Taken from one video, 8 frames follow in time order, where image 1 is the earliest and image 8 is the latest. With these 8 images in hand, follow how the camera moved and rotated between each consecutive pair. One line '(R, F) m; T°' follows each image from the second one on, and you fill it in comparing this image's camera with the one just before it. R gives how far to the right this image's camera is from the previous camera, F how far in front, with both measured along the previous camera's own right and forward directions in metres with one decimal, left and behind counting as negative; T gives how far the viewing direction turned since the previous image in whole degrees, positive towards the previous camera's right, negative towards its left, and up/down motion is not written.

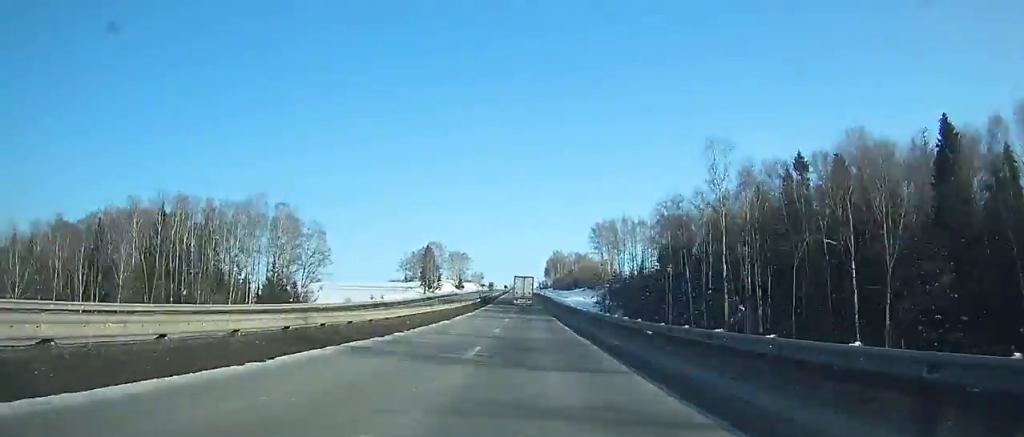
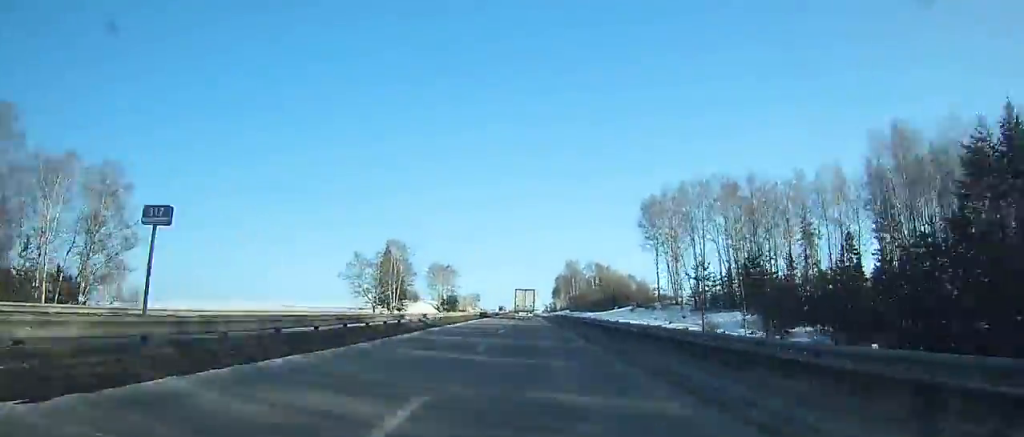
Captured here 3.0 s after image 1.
(+0.1, +80.7) m; 0°
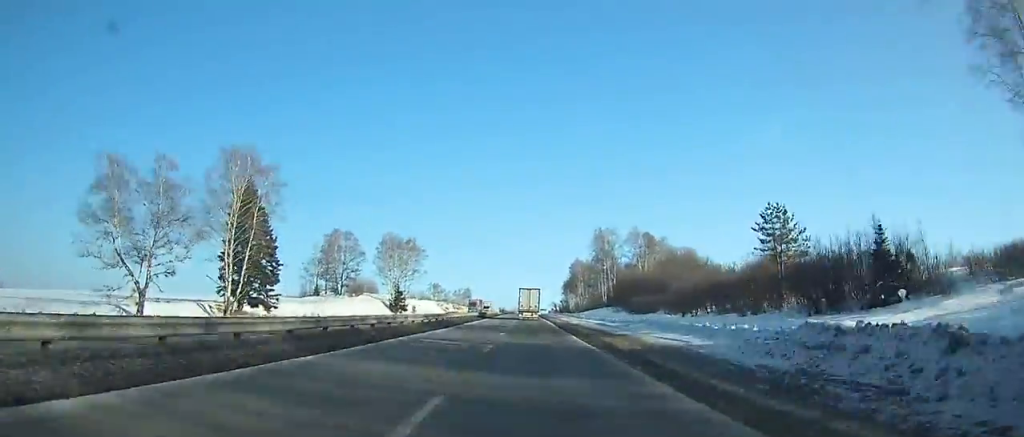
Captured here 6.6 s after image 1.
(-0.1, +92.5) m; 0°
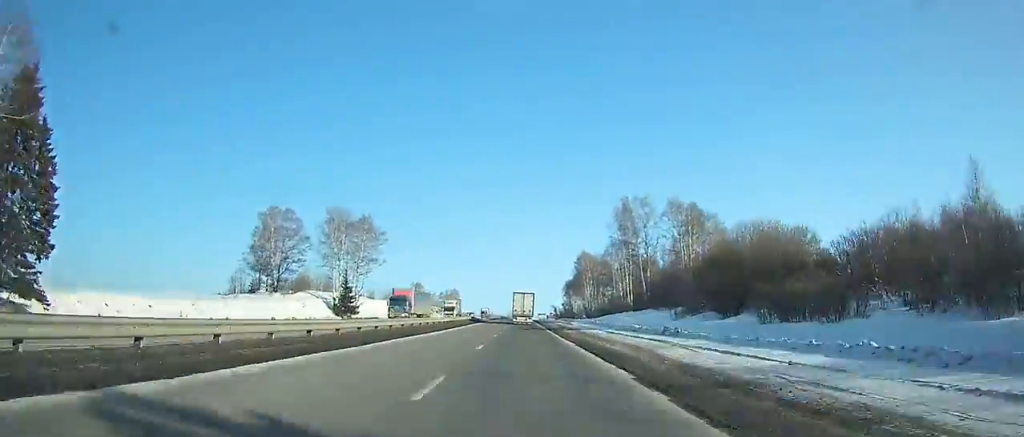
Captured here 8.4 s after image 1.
(+0.1, +44.2) m; 0°
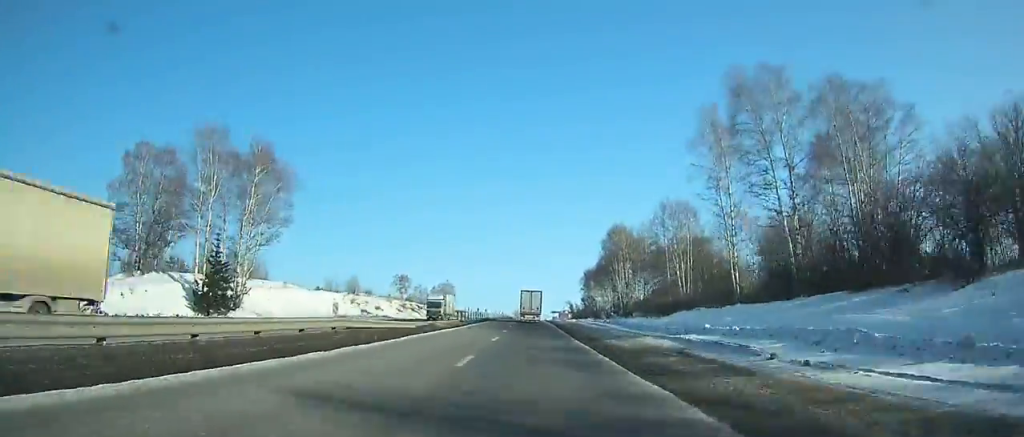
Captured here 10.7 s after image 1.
(-0.1, +53.6) m; 0°
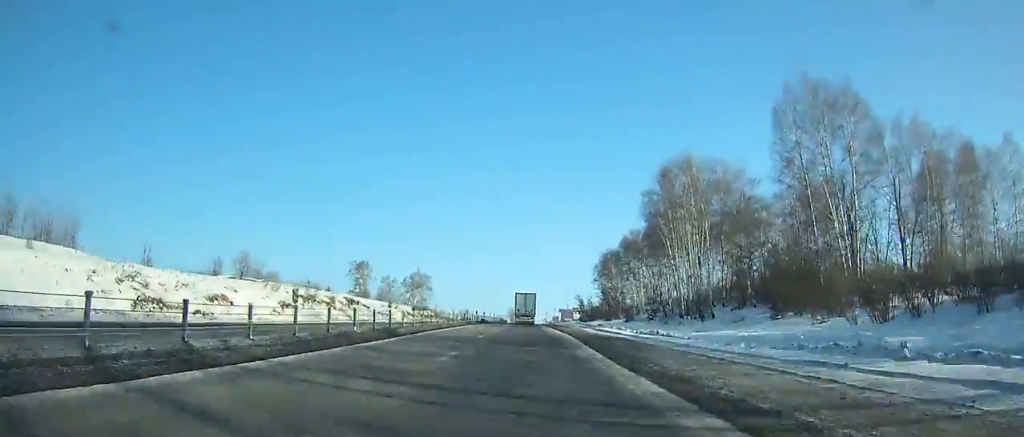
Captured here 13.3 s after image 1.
(-0.1, +57.4) m; 0°
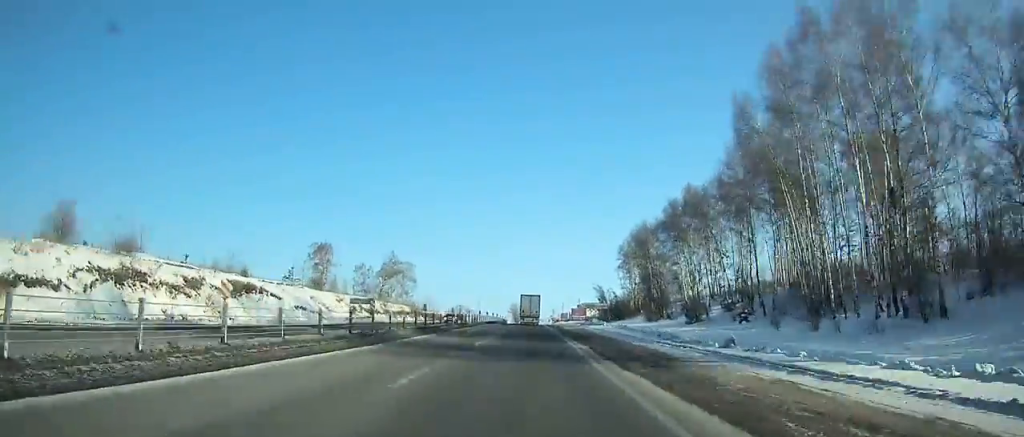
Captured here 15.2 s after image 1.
(0.0, +40.0) m; 0°
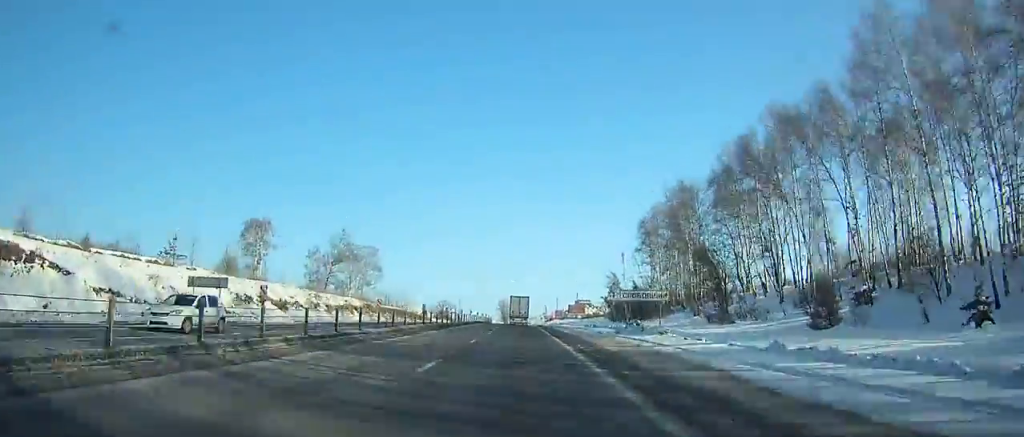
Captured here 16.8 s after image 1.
(+0.1, +31.7) m; 0°
